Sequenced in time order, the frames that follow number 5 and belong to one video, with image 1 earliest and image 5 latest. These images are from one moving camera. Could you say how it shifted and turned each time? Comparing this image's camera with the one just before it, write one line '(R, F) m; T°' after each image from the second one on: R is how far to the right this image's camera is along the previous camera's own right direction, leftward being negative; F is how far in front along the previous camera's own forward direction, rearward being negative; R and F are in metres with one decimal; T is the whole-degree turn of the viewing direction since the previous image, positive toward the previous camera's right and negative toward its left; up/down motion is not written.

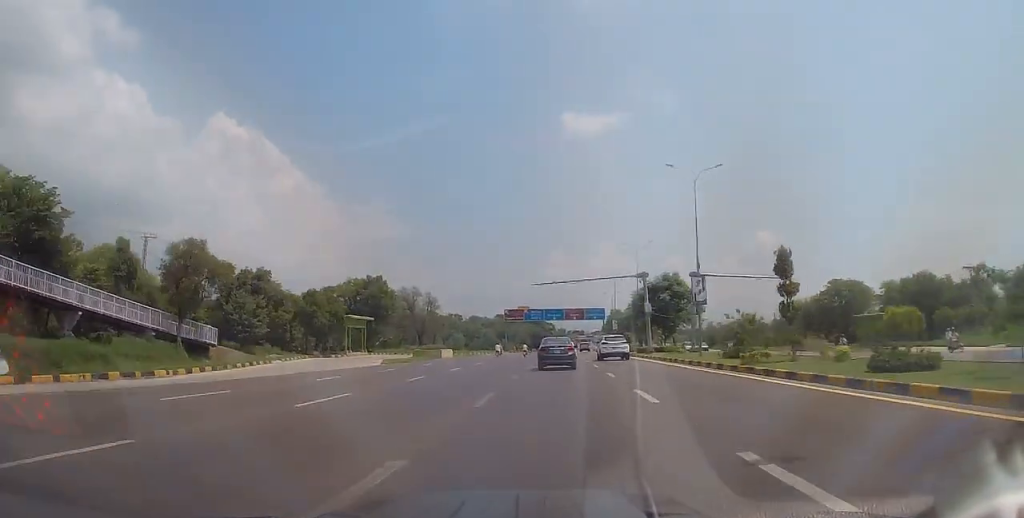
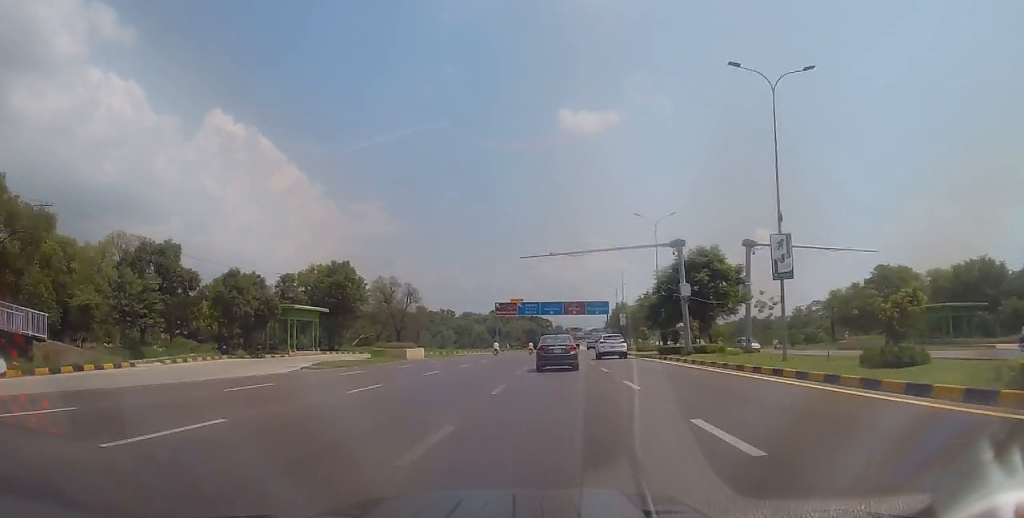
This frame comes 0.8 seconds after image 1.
(+0.1, +15.1) m; +1°
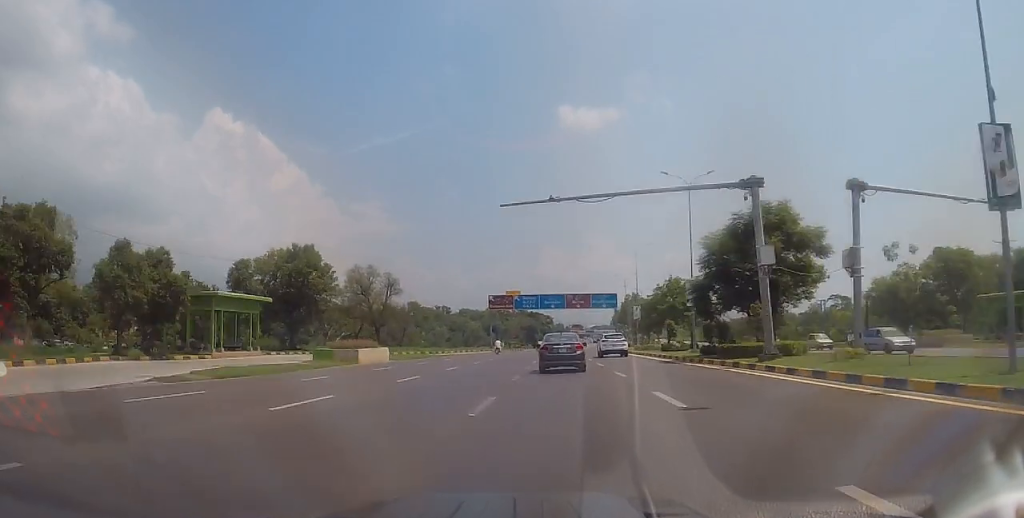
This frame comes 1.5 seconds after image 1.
(0.0, +13.5) m; 0°
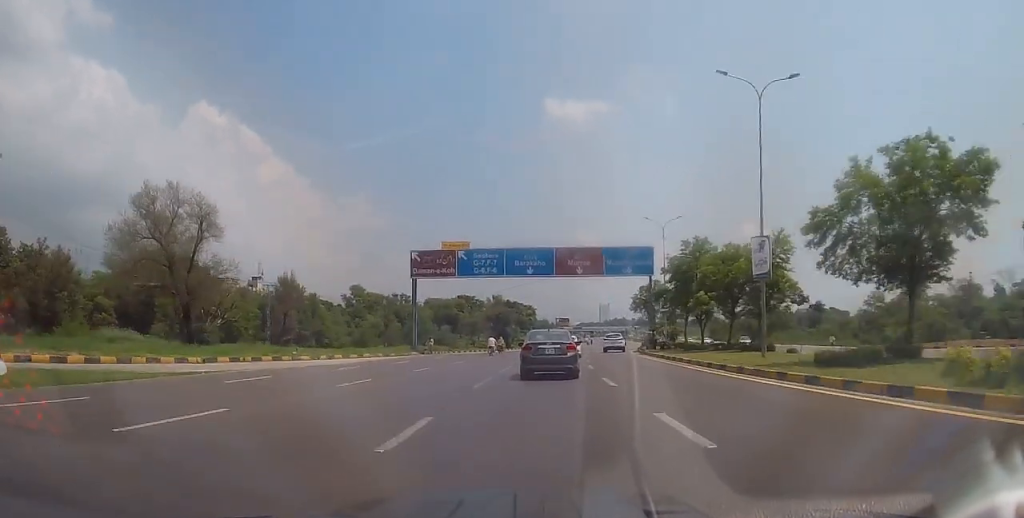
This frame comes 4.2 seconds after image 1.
(+0.3, +48.6) m; +1°
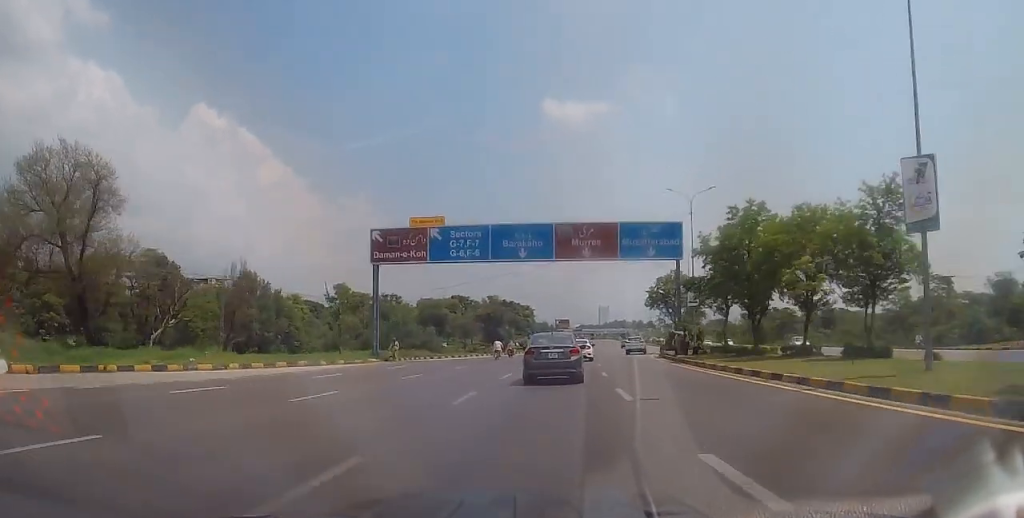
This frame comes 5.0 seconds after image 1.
(-0.3, +12.3) m; -1°
